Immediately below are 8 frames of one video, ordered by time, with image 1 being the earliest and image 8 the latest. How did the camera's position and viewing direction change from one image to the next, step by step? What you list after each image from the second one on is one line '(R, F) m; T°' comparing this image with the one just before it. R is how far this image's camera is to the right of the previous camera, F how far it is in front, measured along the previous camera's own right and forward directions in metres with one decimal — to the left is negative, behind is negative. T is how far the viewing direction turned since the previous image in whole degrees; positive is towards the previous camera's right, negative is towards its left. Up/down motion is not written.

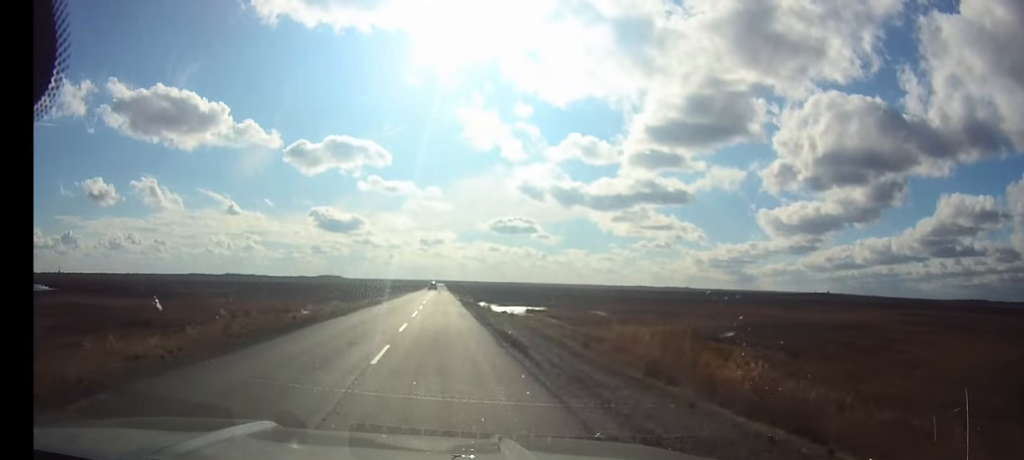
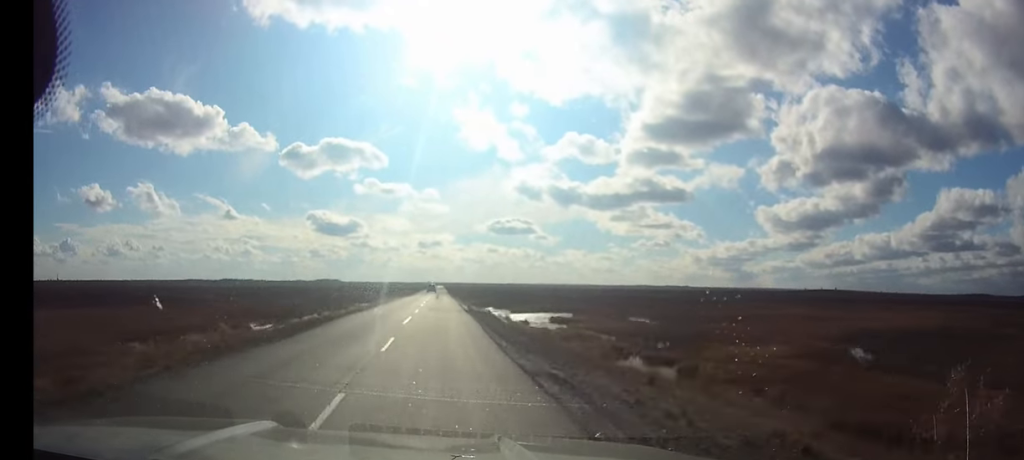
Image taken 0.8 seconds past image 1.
(0.0, +20.4) m; 0°
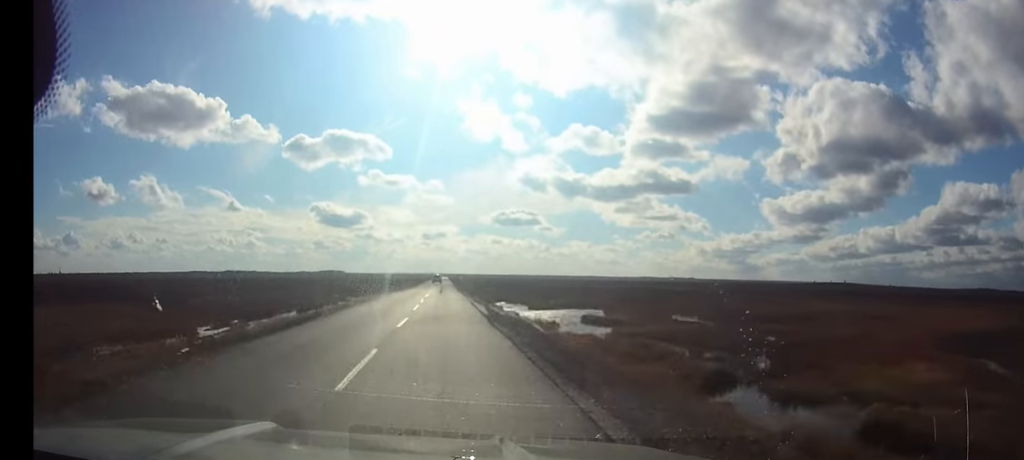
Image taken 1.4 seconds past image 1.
(0.0, +14.8) m; 0°
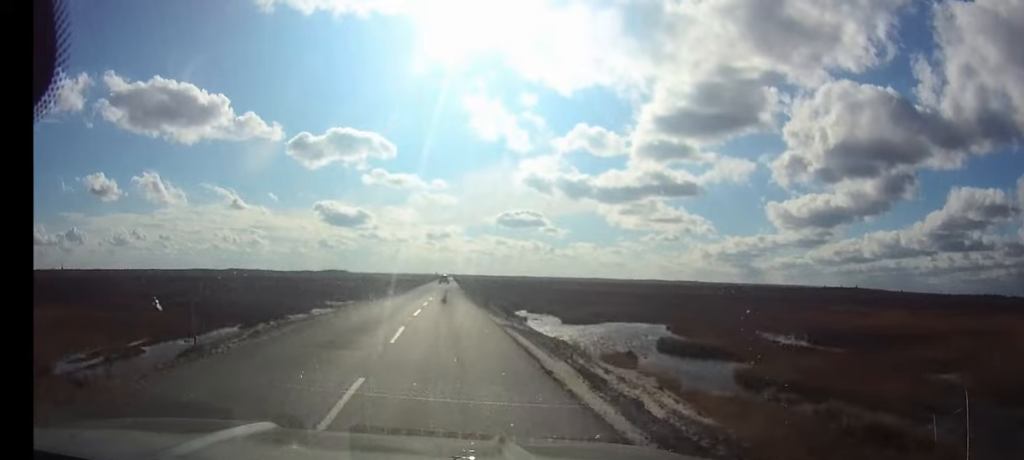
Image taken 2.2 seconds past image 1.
(0.0, +20.2) m; 0°
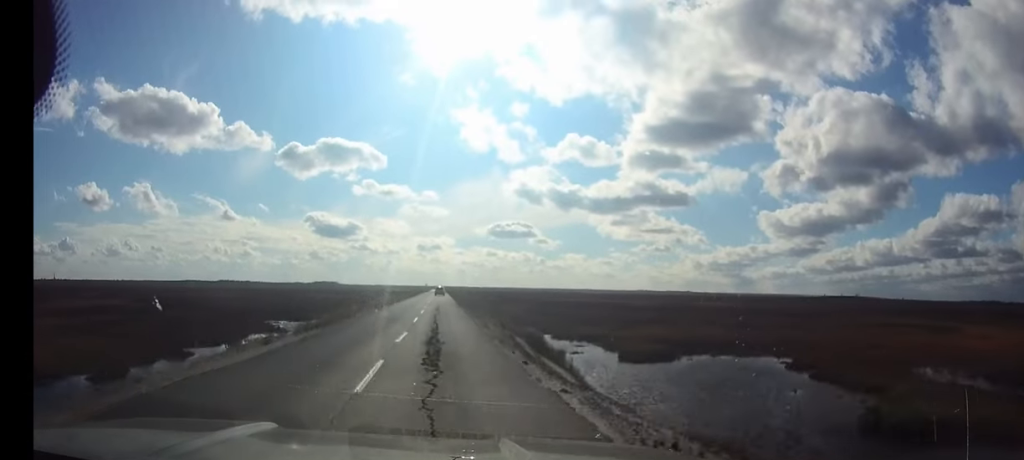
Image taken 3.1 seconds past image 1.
(0.0, +19.7) m; 0°
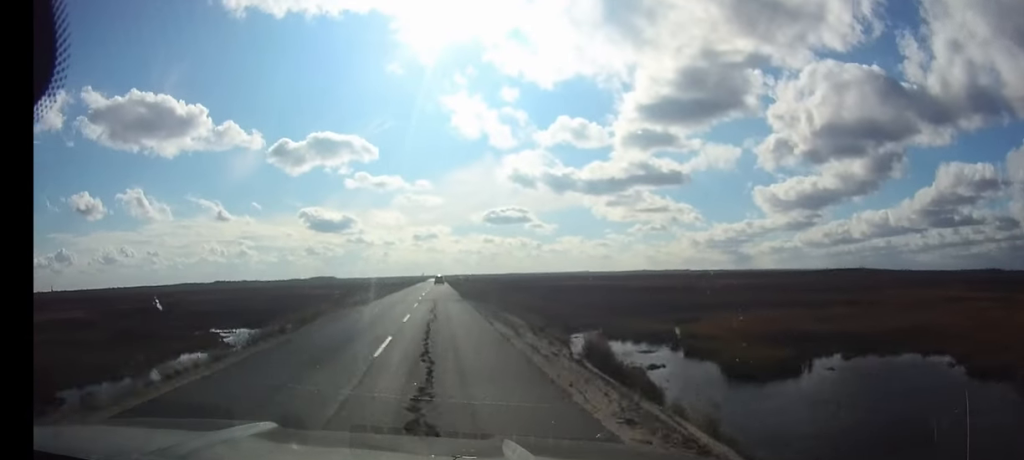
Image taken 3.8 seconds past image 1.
(0.0, +14.2) m; 0°
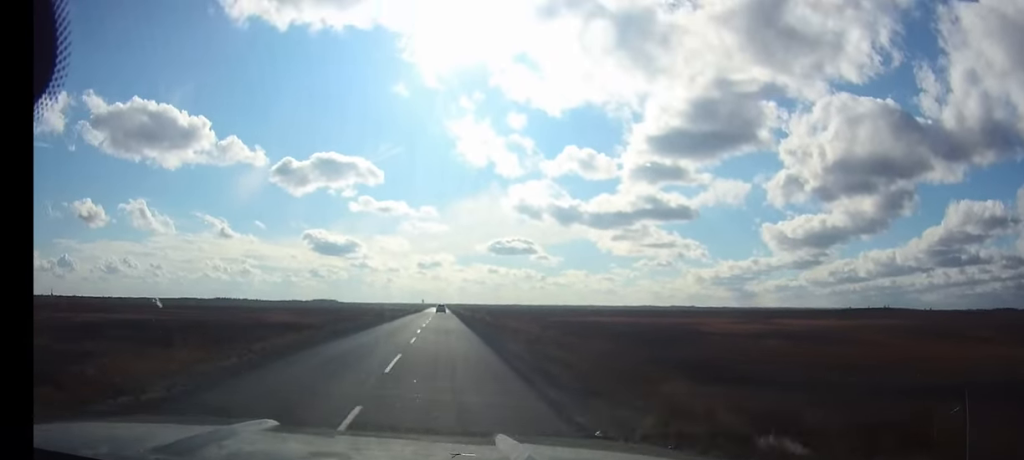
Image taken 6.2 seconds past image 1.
(0.0, +51.7) m; 0°
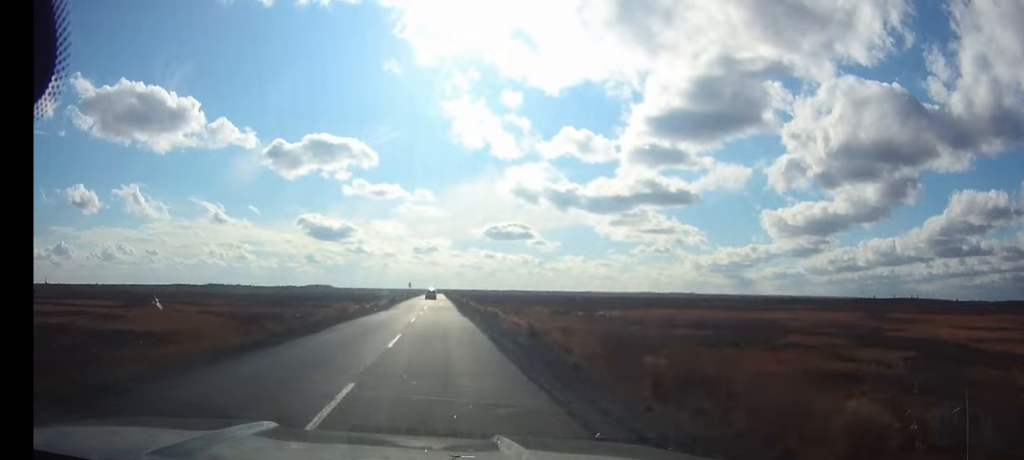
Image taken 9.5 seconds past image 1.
(-0.1, +66.3) m; -1°
